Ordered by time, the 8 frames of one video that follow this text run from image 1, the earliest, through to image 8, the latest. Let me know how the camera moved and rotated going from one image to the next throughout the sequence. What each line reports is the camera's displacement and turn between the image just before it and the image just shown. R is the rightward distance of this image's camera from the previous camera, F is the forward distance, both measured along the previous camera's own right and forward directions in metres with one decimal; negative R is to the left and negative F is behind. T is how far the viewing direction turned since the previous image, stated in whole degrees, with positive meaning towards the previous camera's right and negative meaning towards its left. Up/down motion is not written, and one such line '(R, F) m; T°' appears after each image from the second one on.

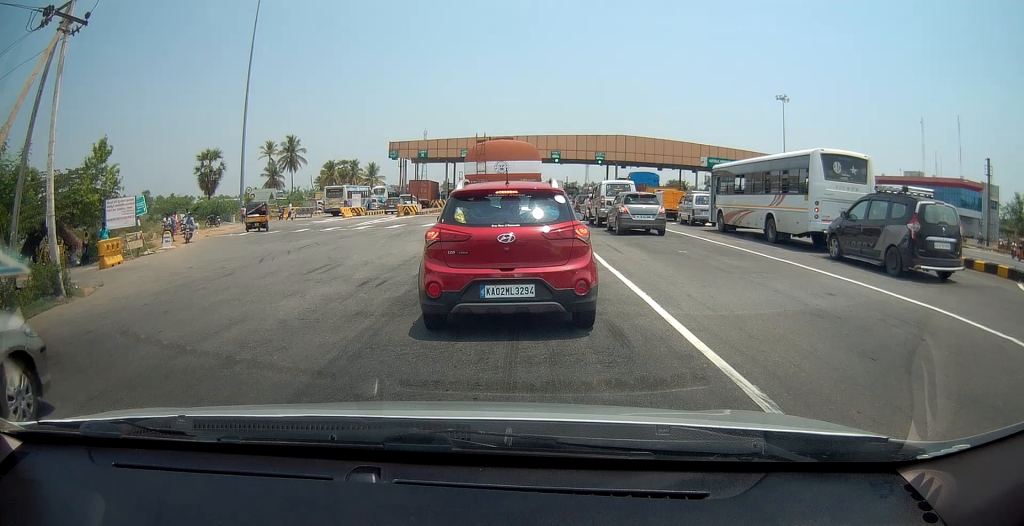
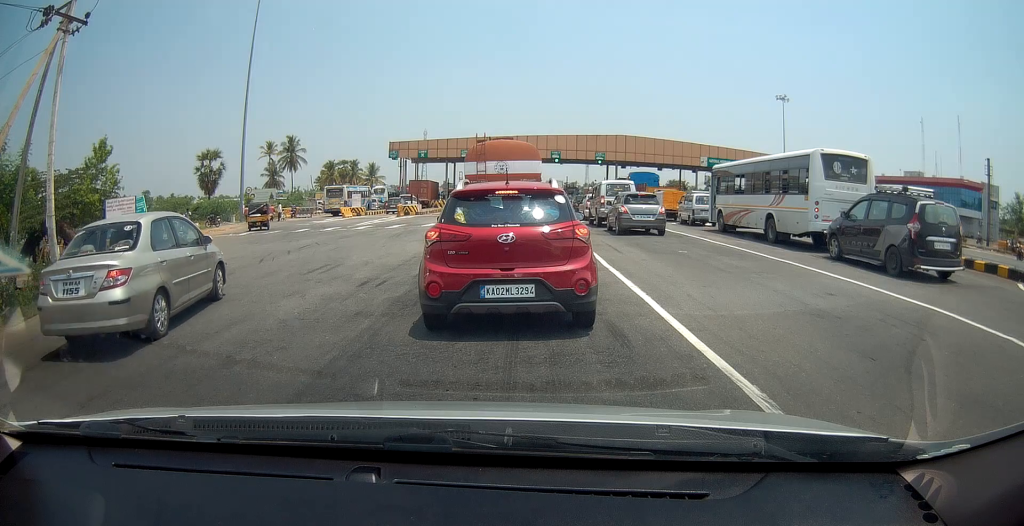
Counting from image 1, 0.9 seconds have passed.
(0.0, 0.0) m; 0°
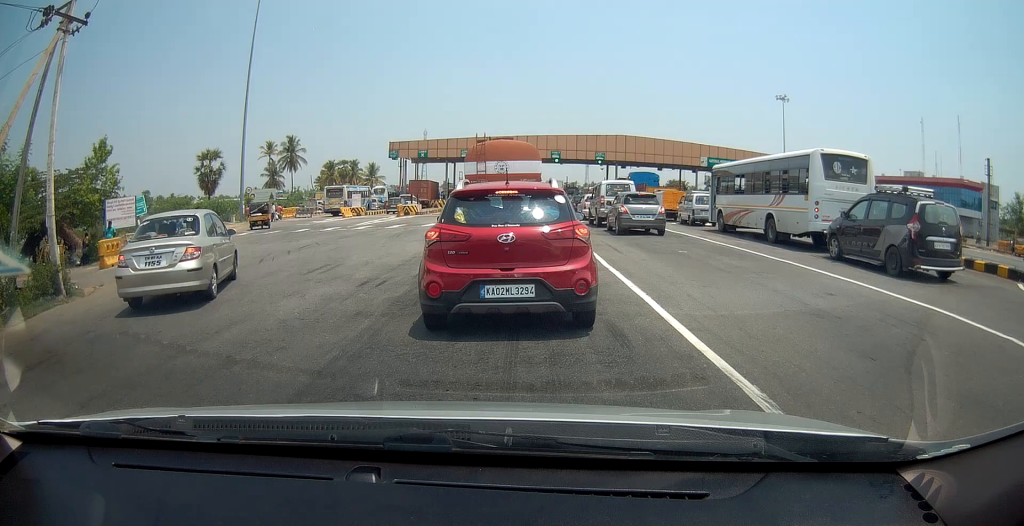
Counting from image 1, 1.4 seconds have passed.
(0.0, 0.0) m; 0°
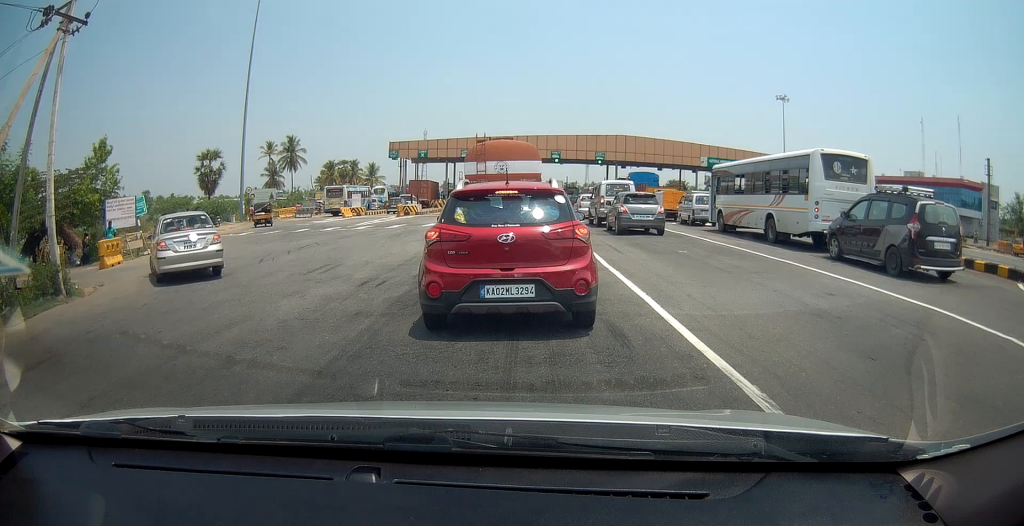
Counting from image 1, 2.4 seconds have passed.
(0.0, 0.0) m; 0°
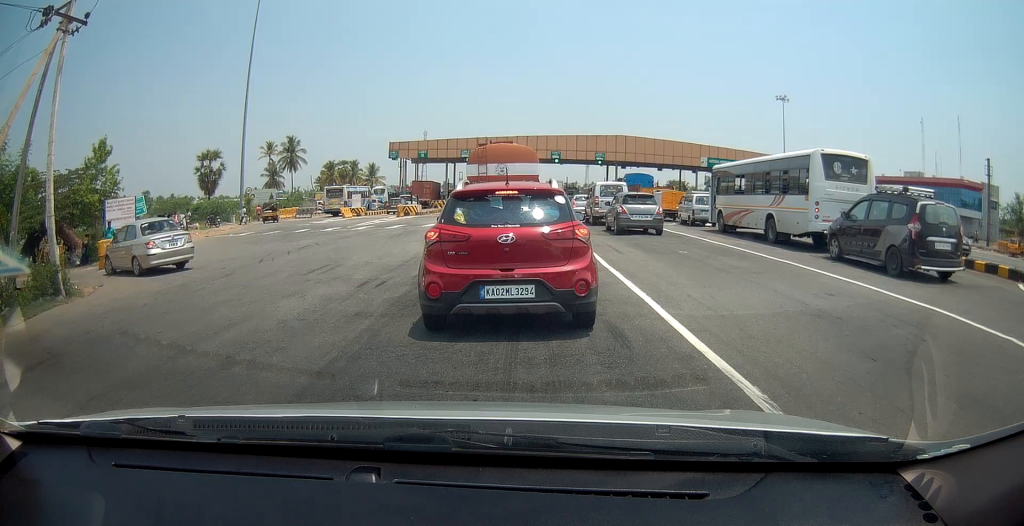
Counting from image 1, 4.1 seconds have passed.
(0.0, +0.1) m; 0°
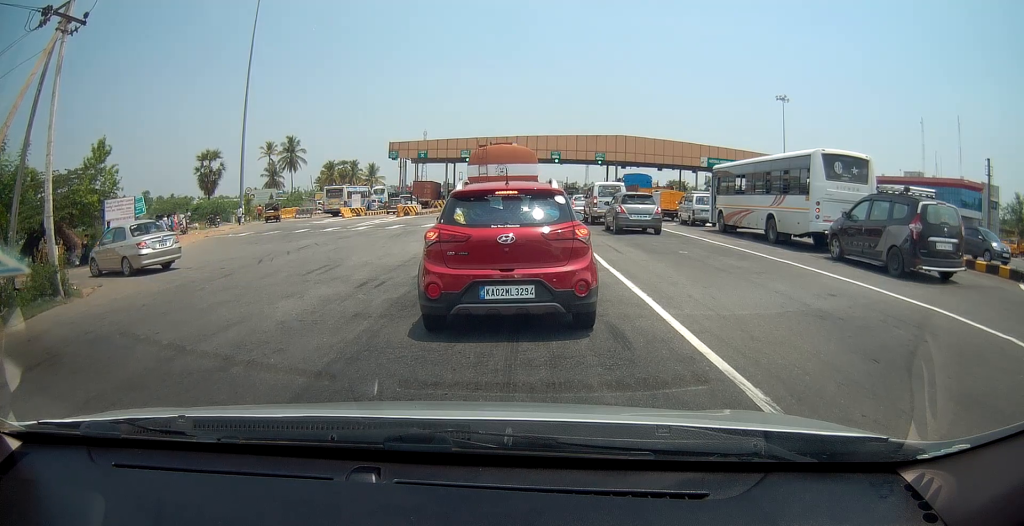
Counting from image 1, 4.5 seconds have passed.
(0.0, 0.0) m; 0°
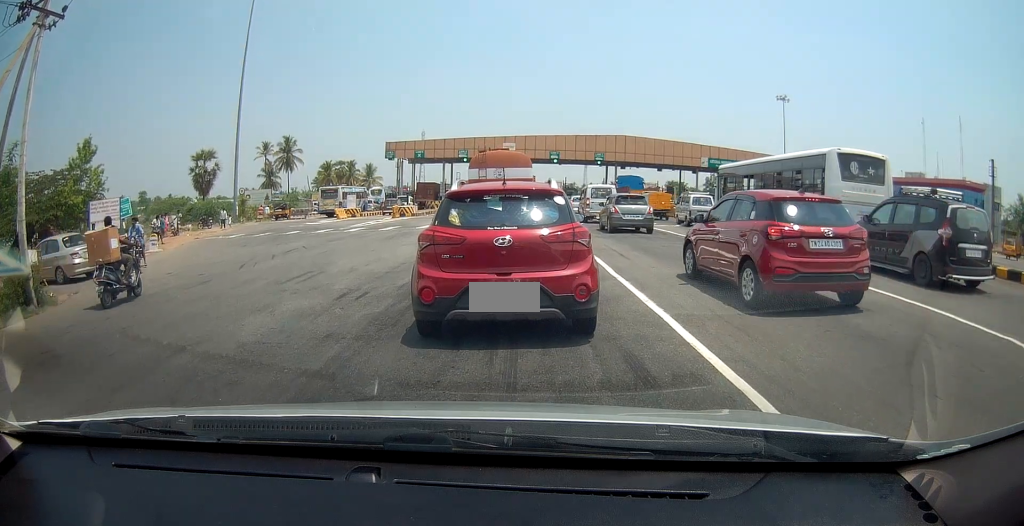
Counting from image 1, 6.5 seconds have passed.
(-0.3, +0.9) m; 0°
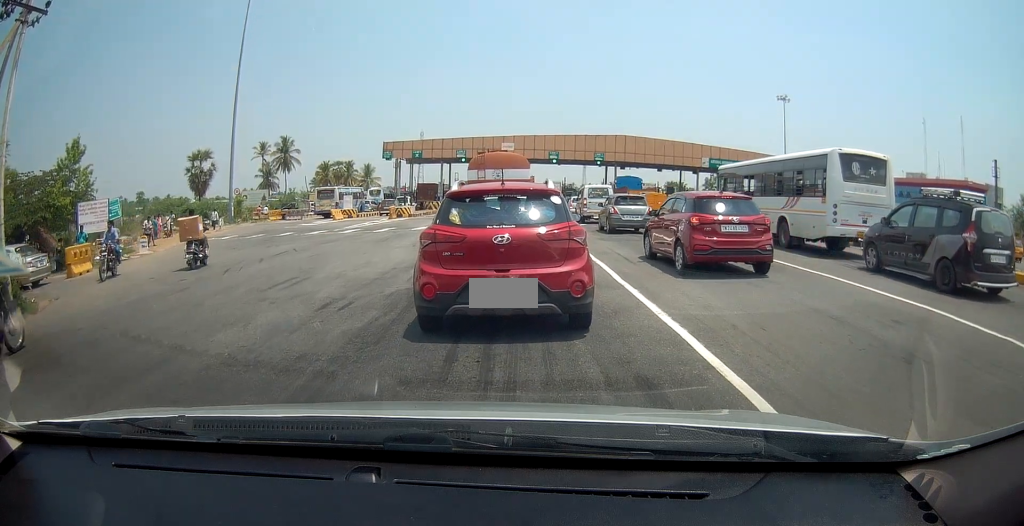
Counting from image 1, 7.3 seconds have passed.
(-0.1, +0.6) m; 0°
